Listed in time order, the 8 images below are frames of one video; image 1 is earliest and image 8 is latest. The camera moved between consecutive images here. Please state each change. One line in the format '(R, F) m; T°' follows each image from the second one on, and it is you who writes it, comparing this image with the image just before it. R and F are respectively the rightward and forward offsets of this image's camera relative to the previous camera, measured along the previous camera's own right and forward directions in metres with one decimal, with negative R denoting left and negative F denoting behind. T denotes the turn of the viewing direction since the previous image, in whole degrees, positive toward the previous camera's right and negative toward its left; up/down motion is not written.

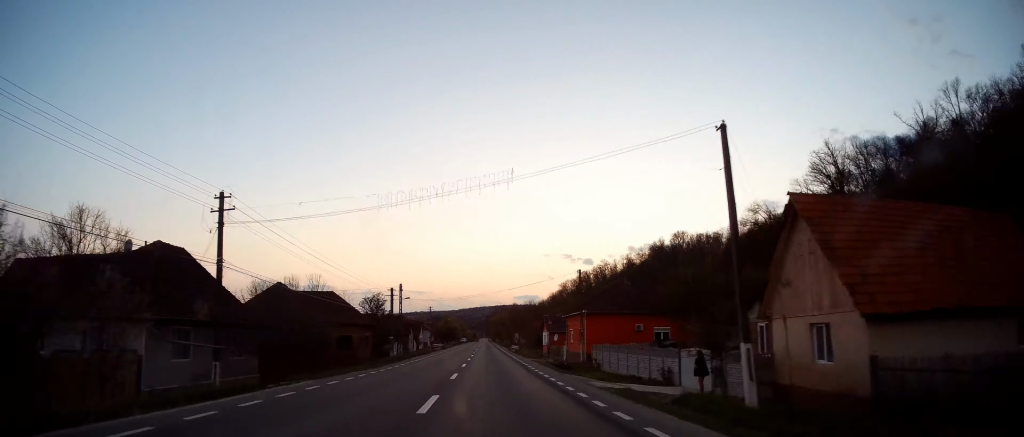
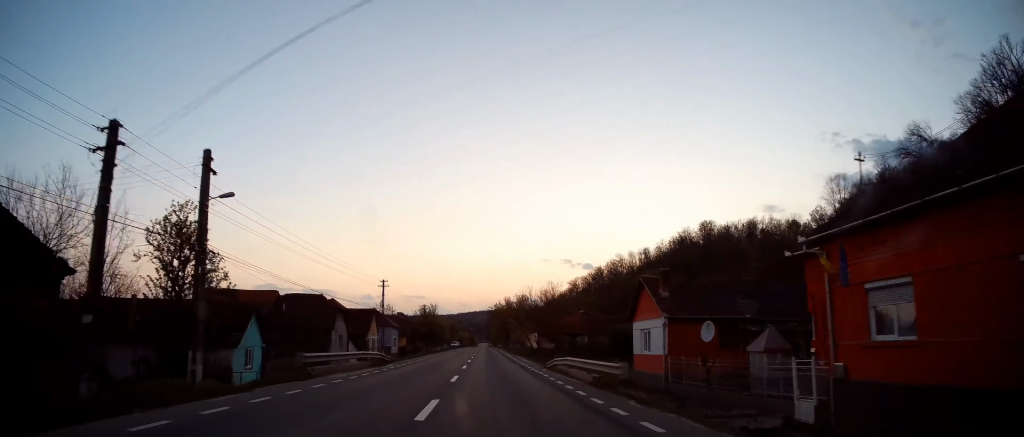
(0.0, +45.5) m; 0°
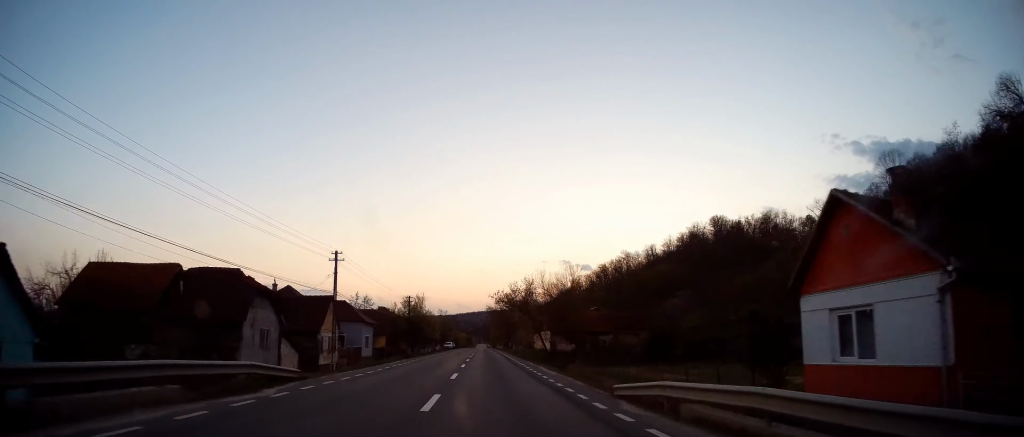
(0.0, +16.6) m; +1°
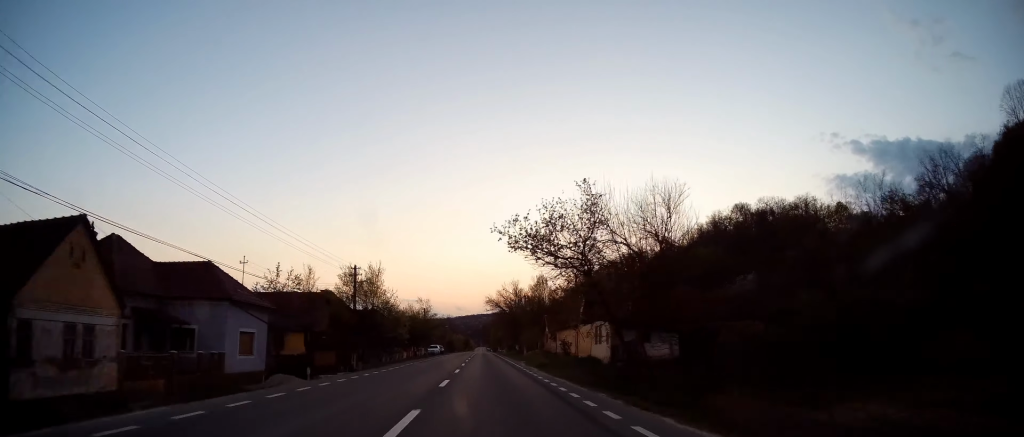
(+0.4, +29.7) m; +1°
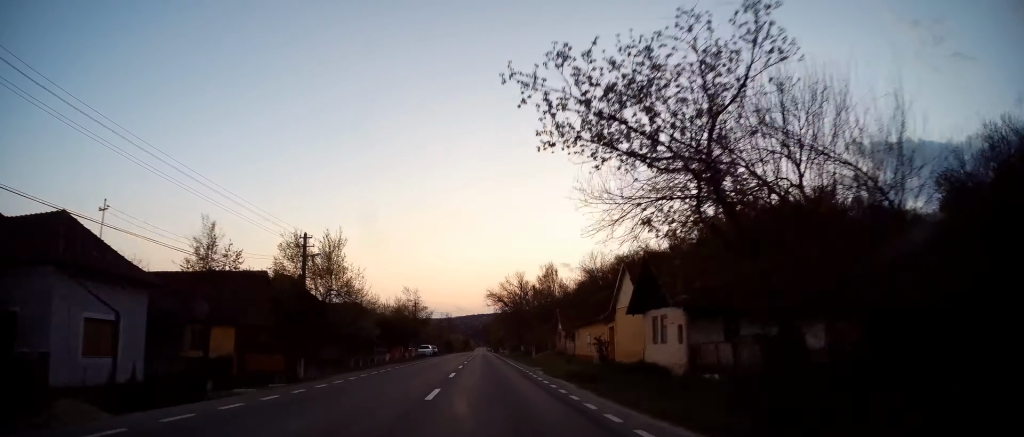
(+0.1, +12.2) m; 0°
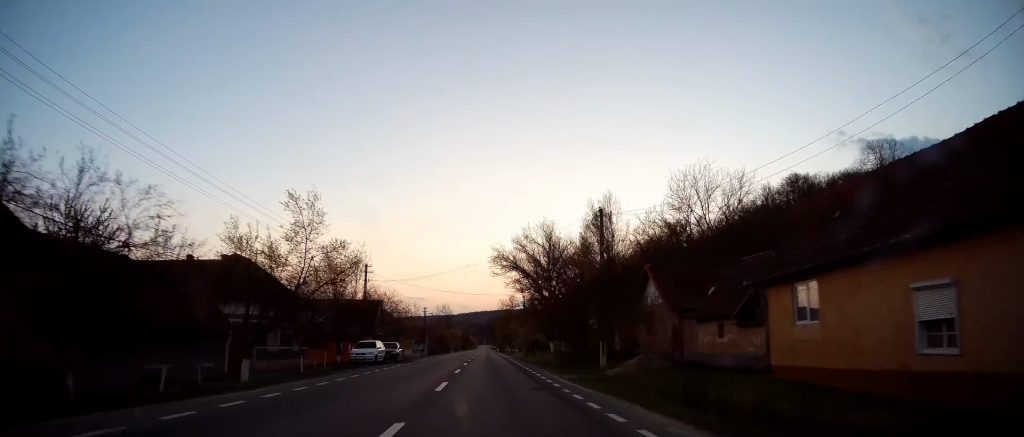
(-0.6, +34.1) m; -1°
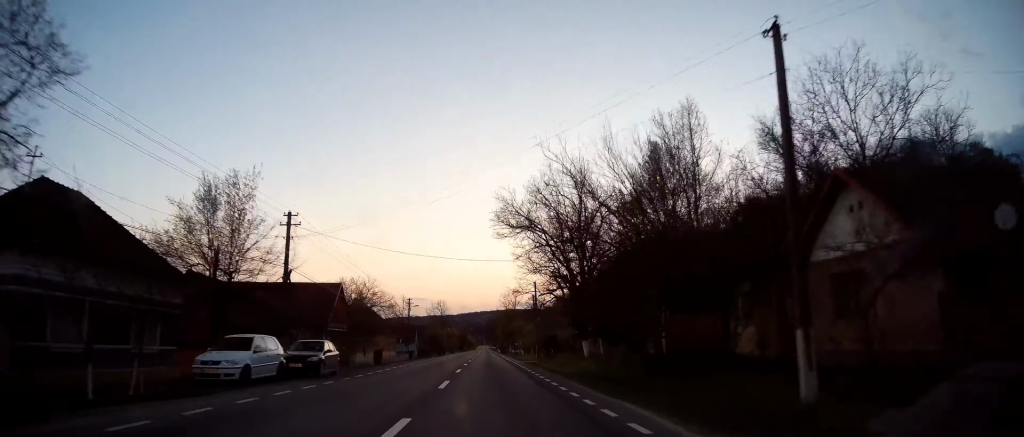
(0.0, +17.5) m; 0°
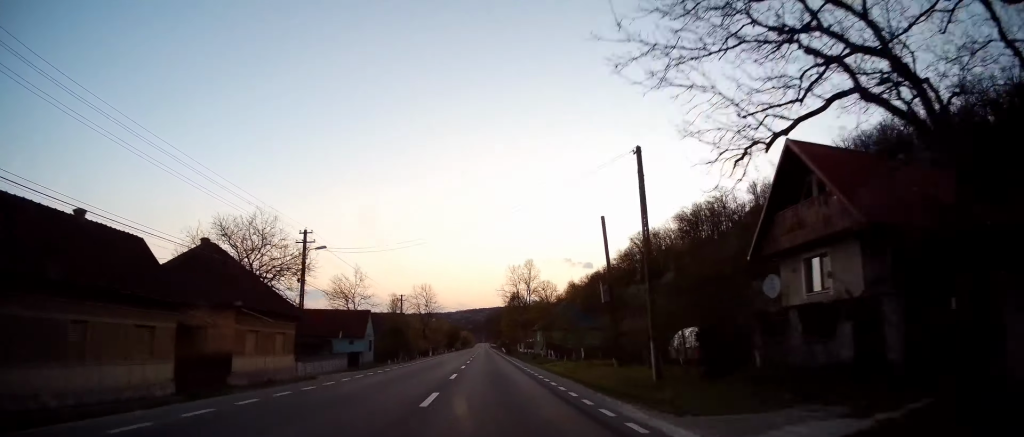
(0.0, +40.2) m; +1°
